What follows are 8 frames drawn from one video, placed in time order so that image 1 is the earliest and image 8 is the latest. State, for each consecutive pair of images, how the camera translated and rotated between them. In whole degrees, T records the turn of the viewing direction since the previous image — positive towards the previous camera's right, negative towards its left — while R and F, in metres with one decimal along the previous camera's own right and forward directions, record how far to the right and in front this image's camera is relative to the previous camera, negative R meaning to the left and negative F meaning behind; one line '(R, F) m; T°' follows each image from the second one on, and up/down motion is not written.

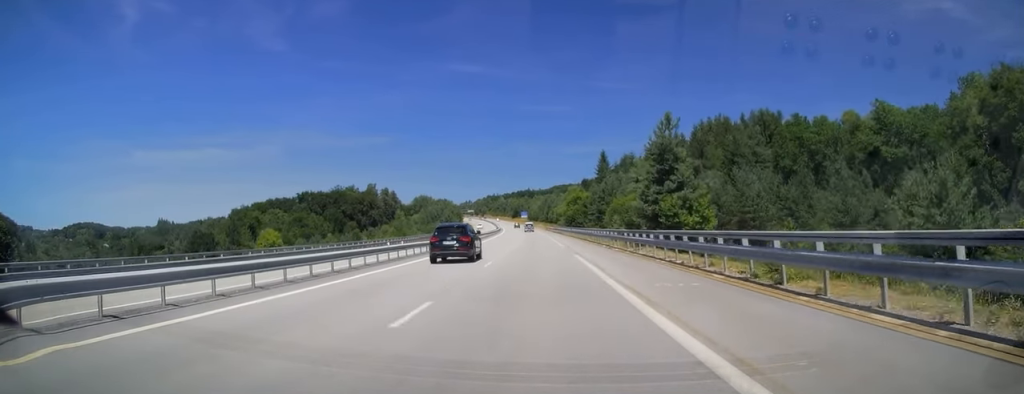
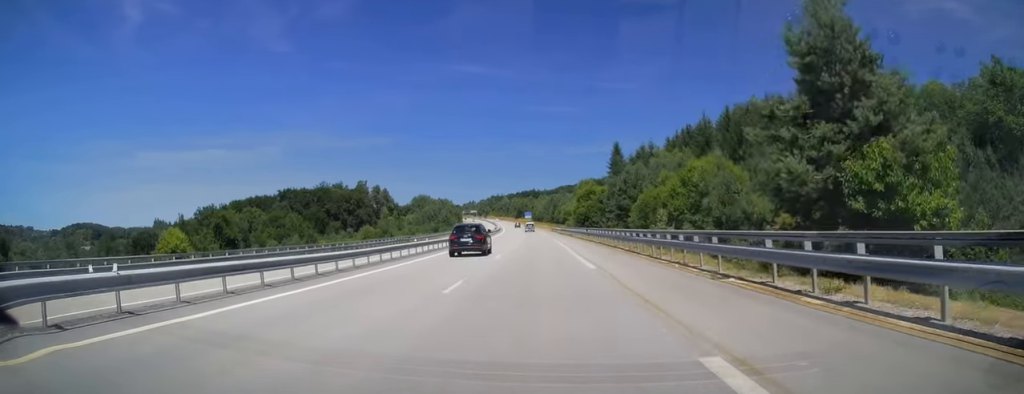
(-0.1, +21.4) m; 0°
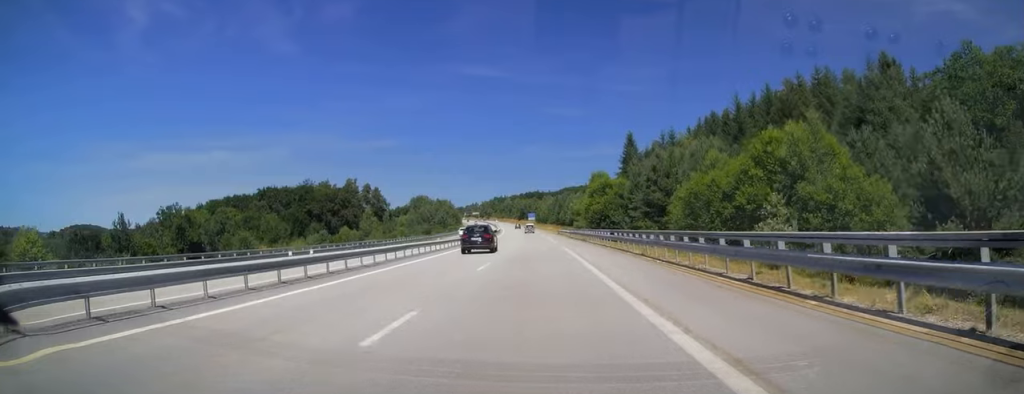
(-0.1, +18.9) m; 0°
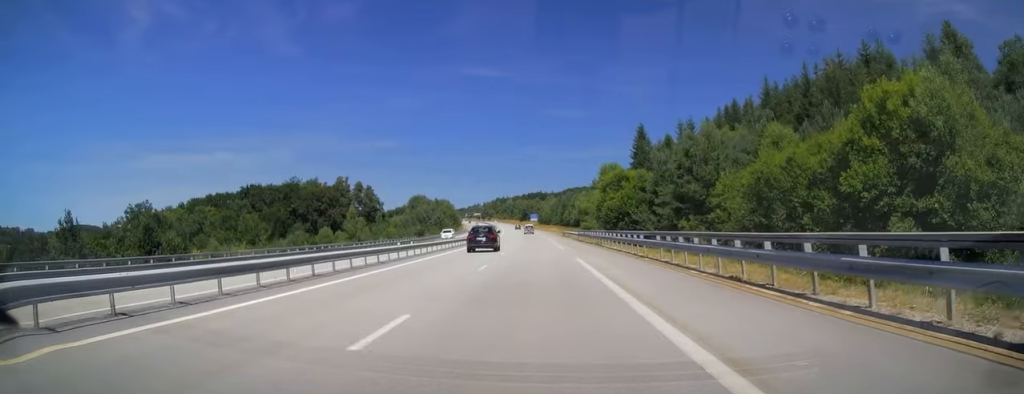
(0.0, +13.3) m; 0°
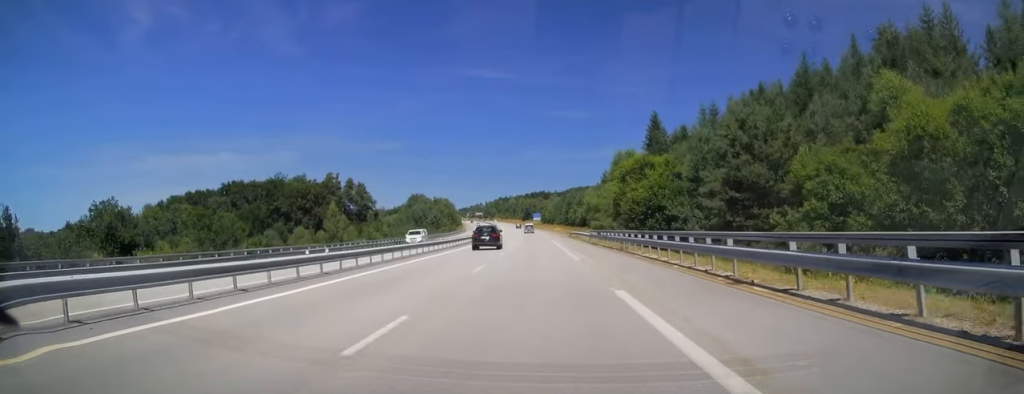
(-0.1, +13.3) m; 0°
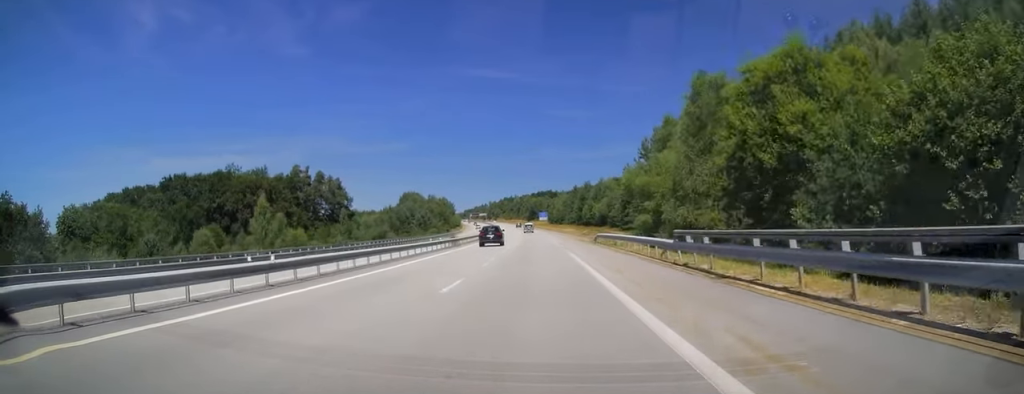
(-0.3, +32.1) m; -1°
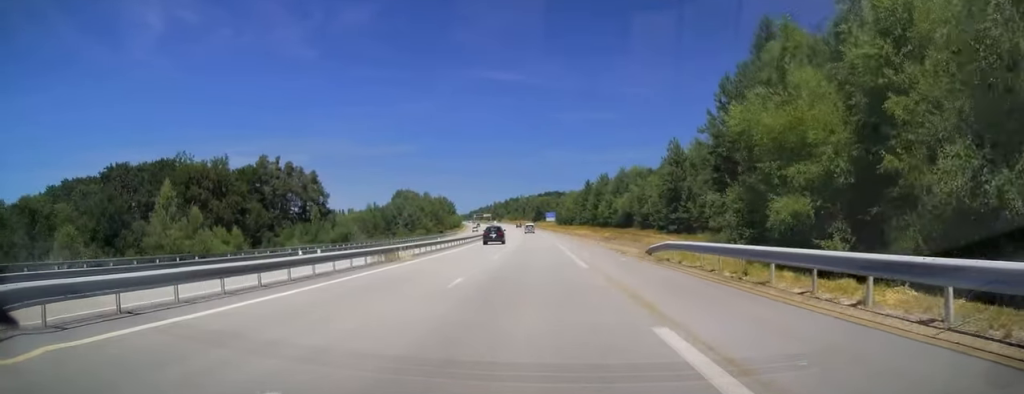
(0.0, +24.3) m; -1°
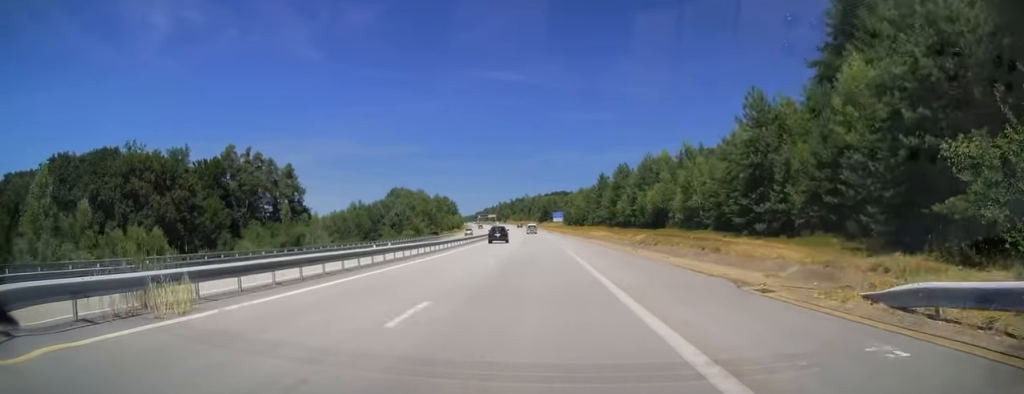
(-0.2, +19.2) m; 0°
